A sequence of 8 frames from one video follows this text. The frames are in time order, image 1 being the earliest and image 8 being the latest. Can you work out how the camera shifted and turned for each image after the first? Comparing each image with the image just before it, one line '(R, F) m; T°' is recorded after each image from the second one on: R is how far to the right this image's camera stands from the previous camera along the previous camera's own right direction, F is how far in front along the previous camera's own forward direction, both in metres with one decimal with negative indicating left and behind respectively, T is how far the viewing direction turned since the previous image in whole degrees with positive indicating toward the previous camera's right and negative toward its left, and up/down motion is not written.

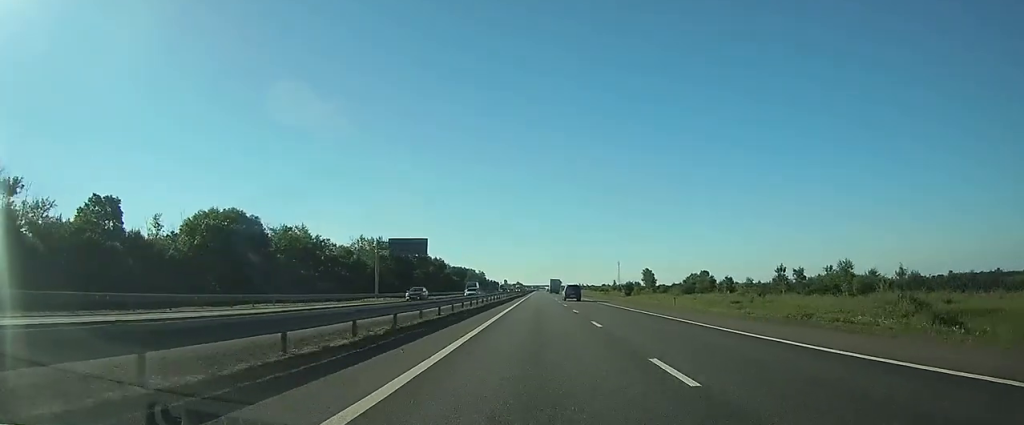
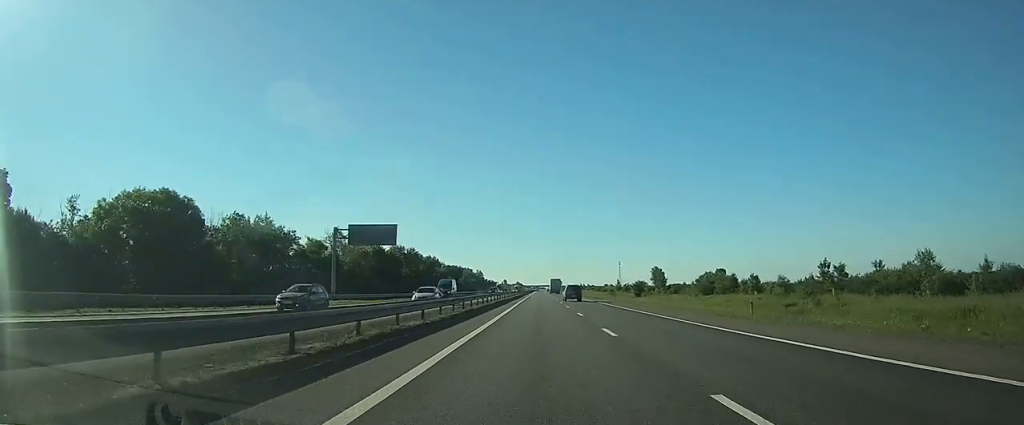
(0.0, +15.8) m; 0°
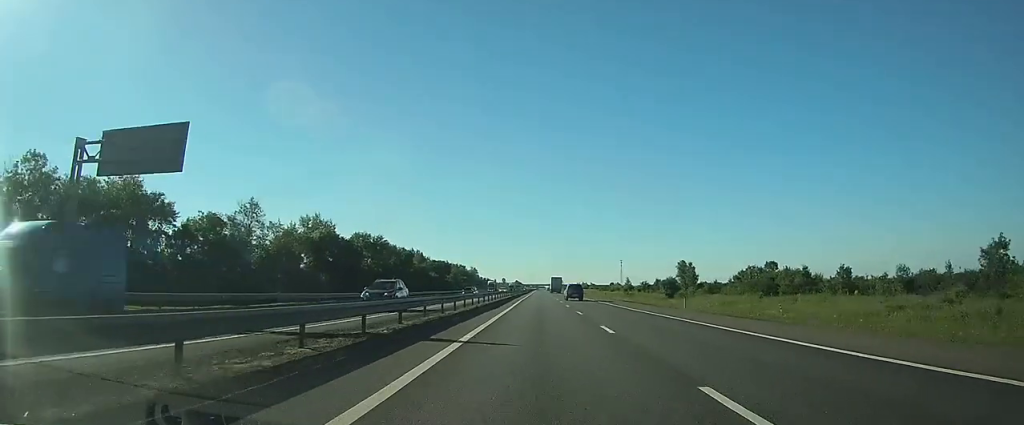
(0.0, +35.5) m; 0°
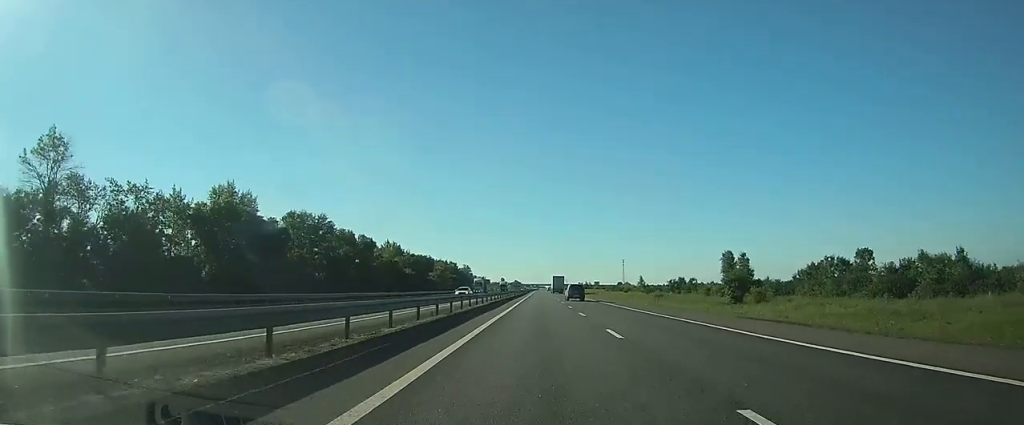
(-0.1, +37.3) m; 0°
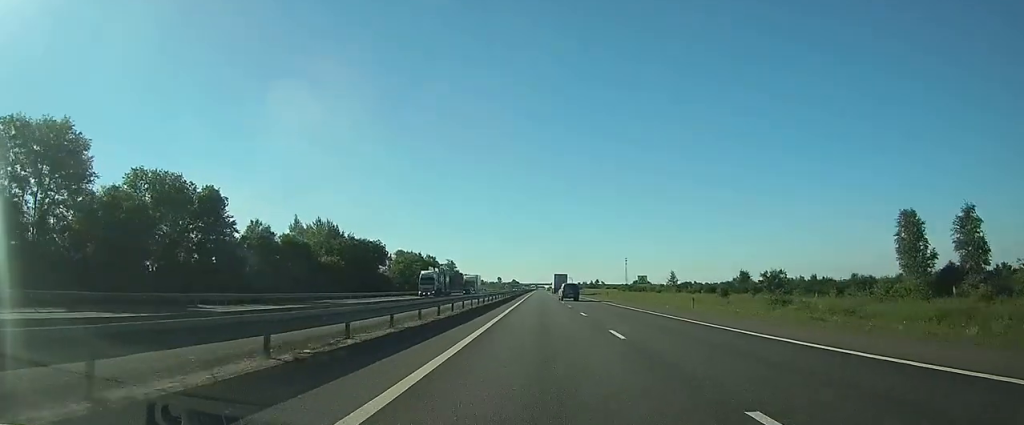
(+0.2, +59.9) m; 0°
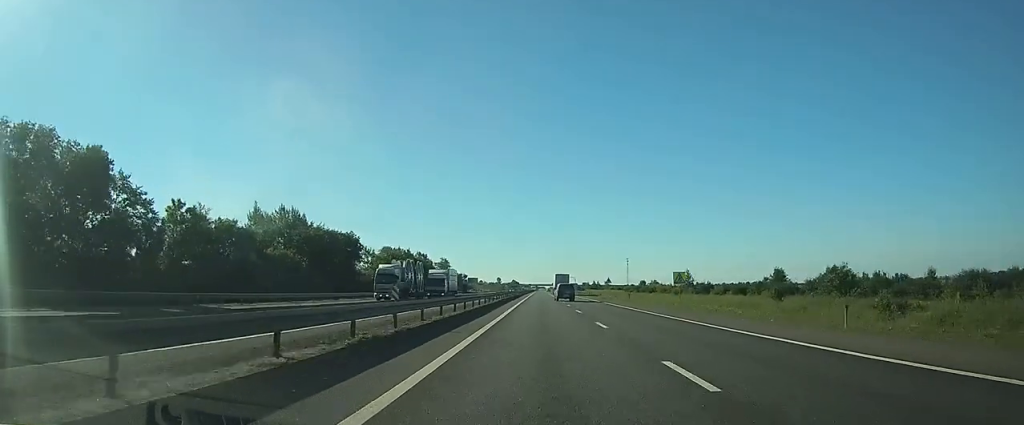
(0.0, +19.7) m; 0°
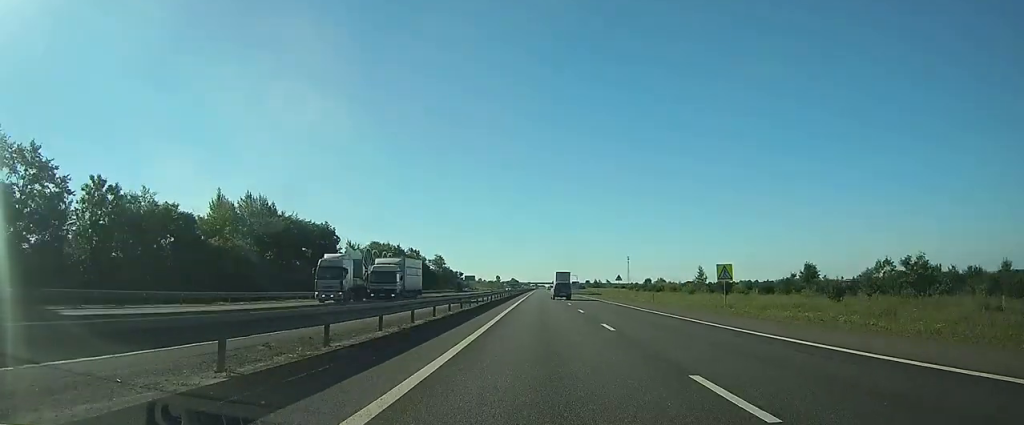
(0.0, +13.8) m; 0°
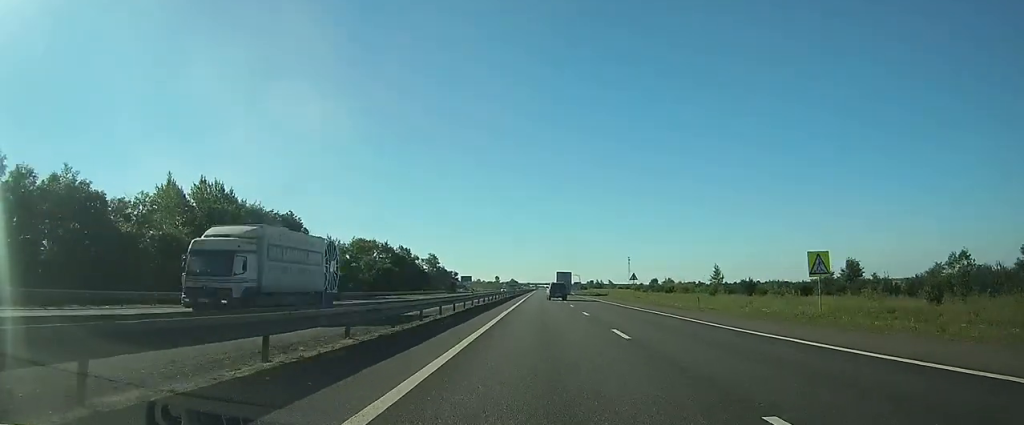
(0.0, +14.8) m; 0°
